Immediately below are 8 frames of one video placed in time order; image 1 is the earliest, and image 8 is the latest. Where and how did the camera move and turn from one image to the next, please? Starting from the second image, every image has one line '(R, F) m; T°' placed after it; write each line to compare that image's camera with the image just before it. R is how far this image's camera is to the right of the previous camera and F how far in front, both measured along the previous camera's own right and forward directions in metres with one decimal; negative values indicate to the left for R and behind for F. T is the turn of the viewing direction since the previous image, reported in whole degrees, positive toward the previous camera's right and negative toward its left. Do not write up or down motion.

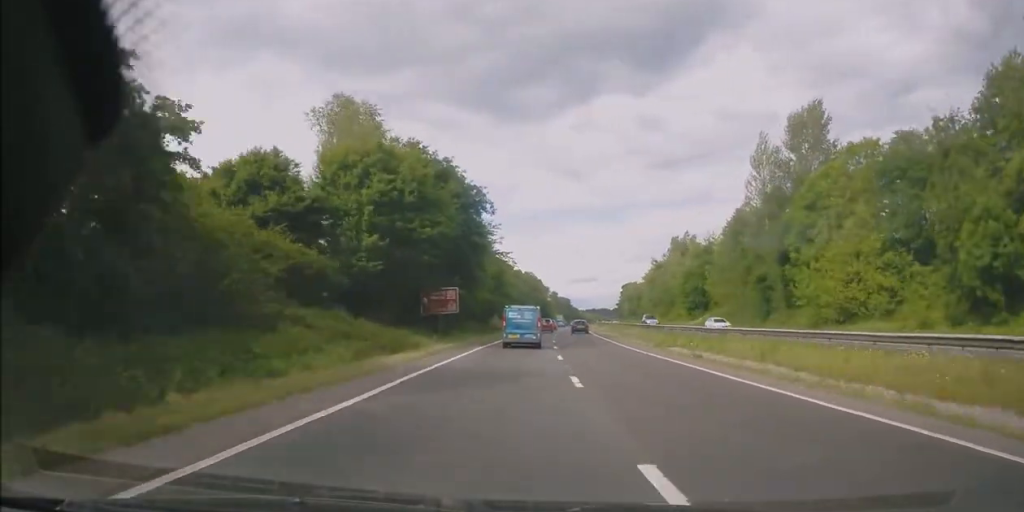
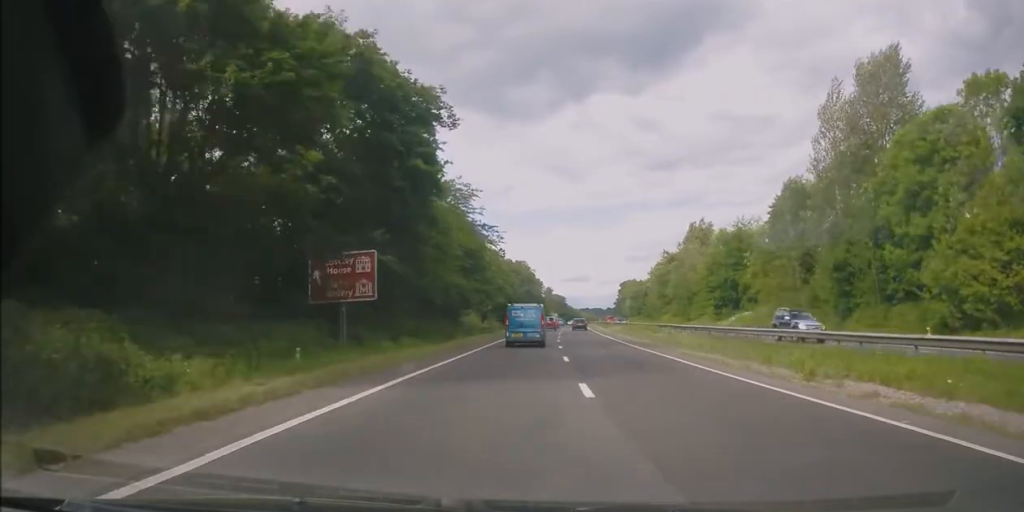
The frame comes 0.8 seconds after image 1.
(0.0, +17.7) m; +1°
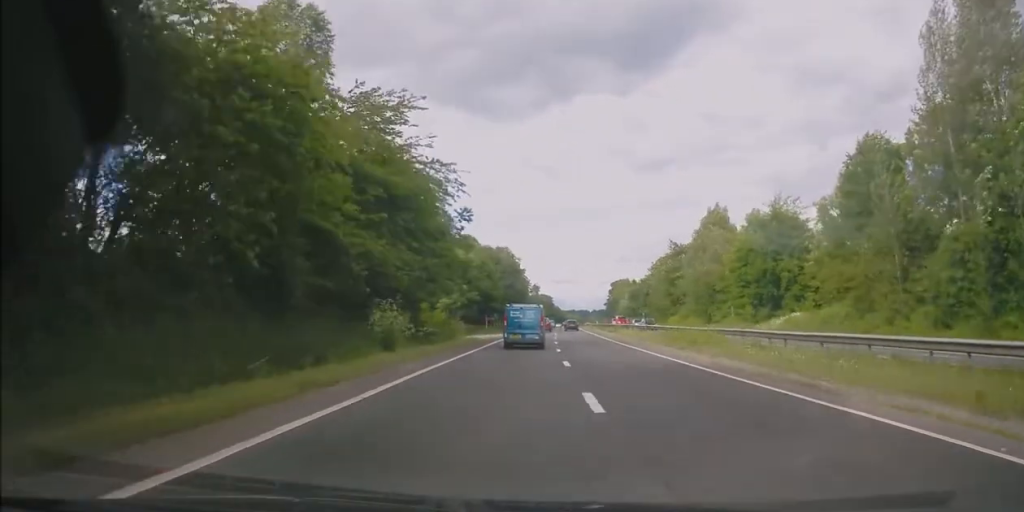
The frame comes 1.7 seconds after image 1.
(+0.4, +18.5) m; +2°
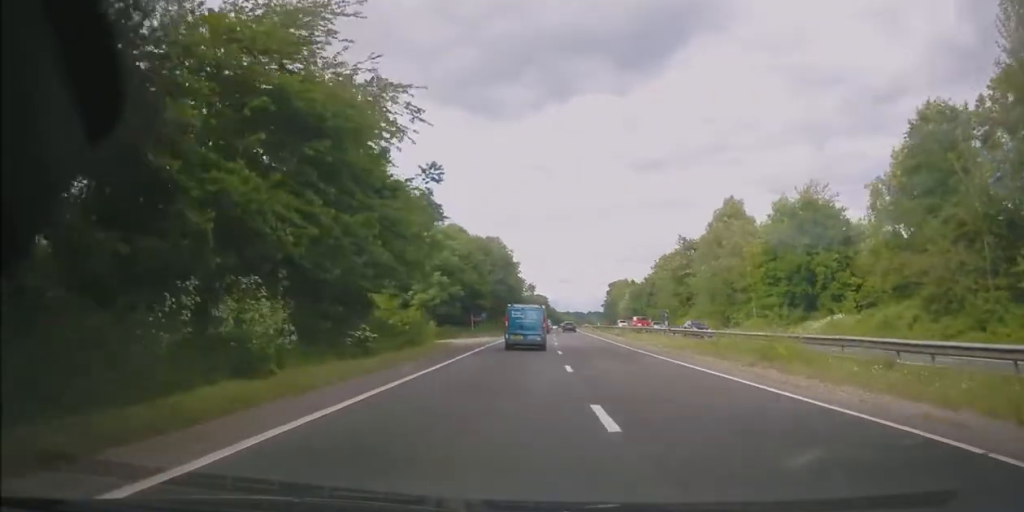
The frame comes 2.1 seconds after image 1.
(+0.2, +9.8) m; +1°
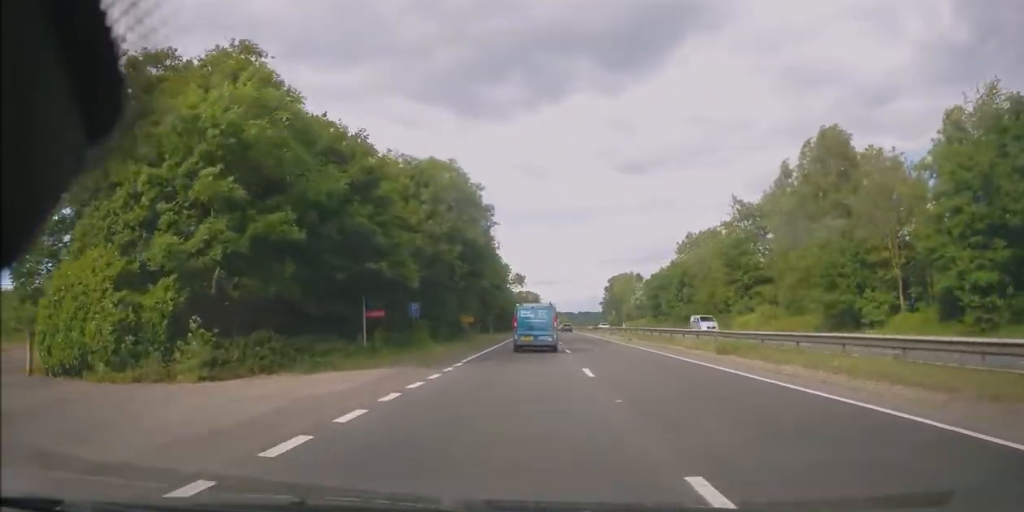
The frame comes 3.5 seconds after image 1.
(+0.5, +32.5) m; +1°
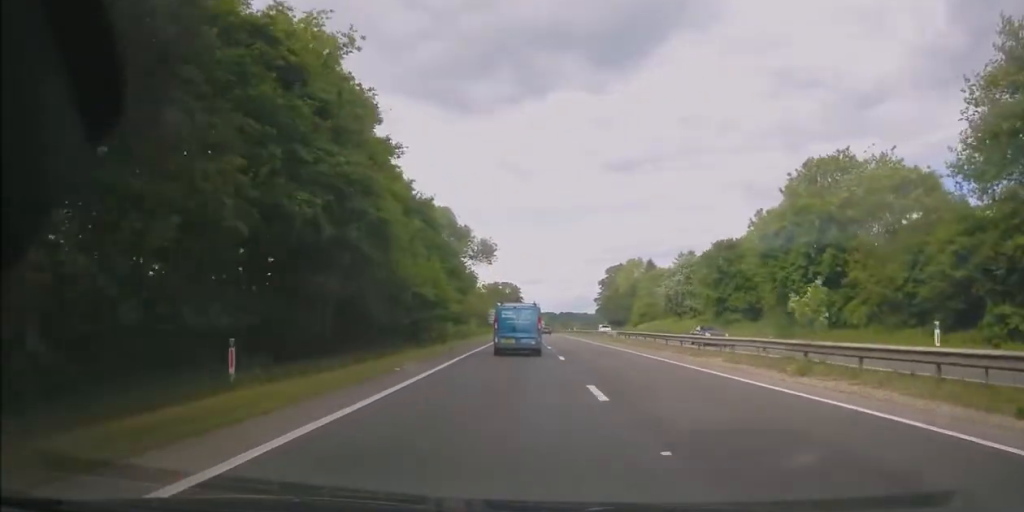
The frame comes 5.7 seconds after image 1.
(+0.6, +49.2) m; +2°
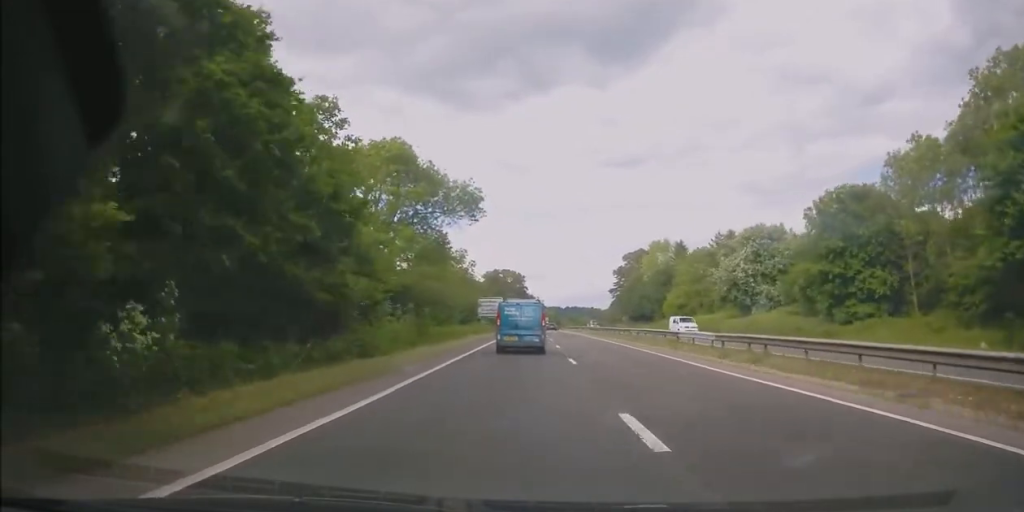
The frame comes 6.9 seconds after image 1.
(+0.2, +27.0) m; -1°
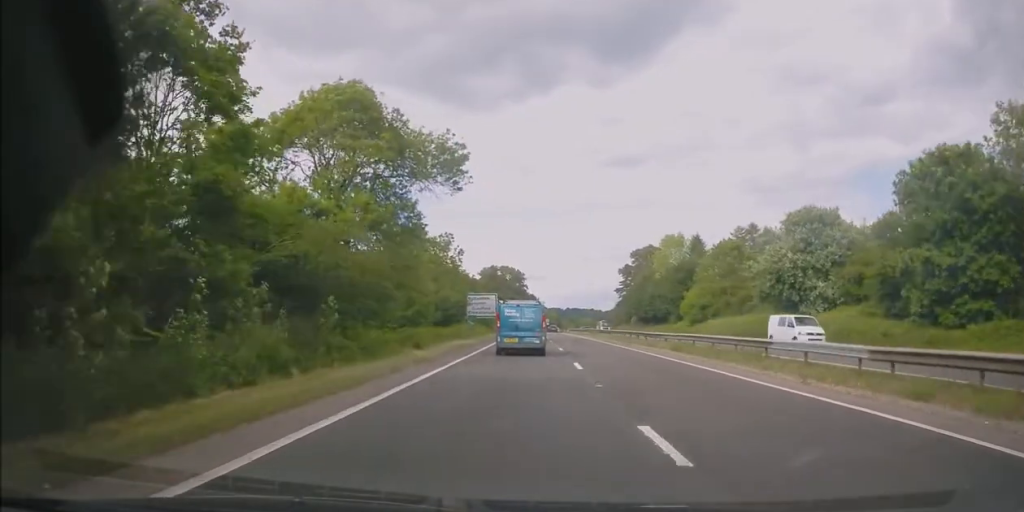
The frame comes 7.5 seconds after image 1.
(-0.3, +12.7) m; 0°
